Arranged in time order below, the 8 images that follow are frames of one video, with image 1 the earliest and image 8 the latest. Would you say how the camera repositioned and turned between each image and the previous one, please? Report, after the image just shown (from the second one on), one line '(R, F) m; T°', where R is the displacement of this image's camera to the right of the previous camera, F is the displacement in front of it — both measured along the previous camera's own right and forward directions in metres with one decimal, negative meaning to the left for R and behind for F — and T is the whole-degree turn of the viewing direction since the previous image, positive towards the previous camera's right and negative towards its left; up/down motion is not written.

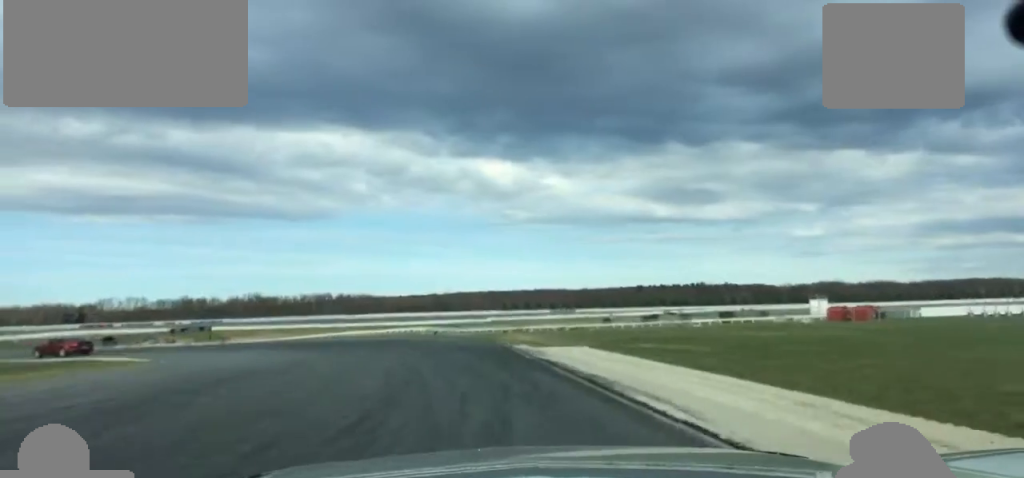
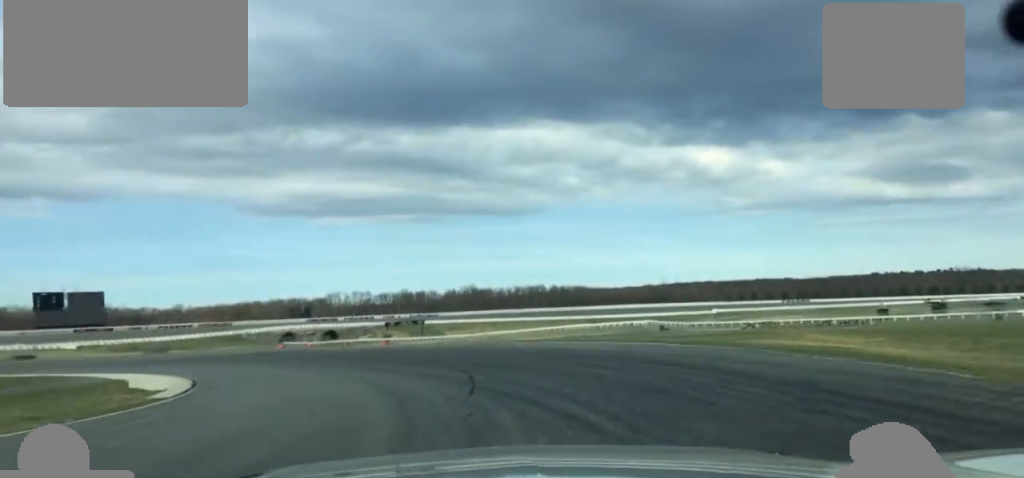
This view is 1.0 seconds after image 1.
(-2.2, +26.5) m; -11°
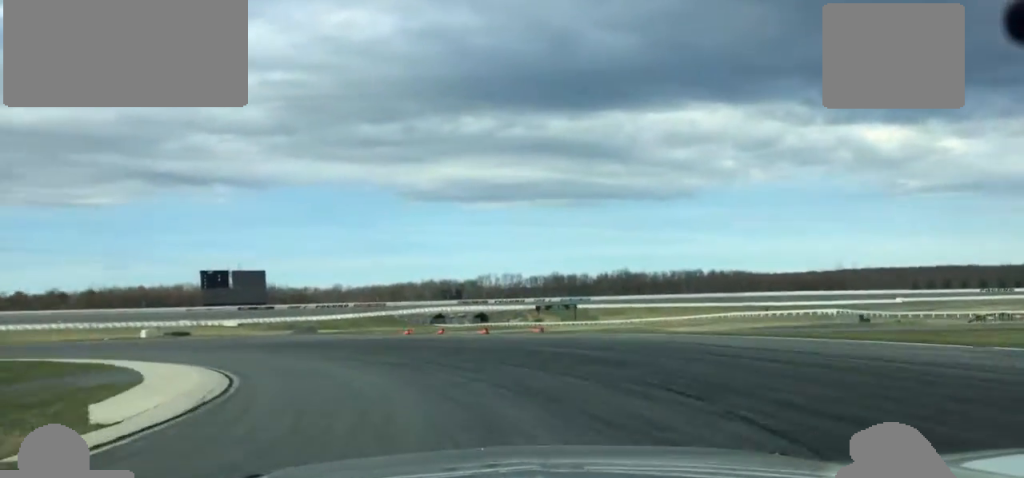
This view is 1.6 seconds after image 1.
(-1.0, +14.2) m; -7°
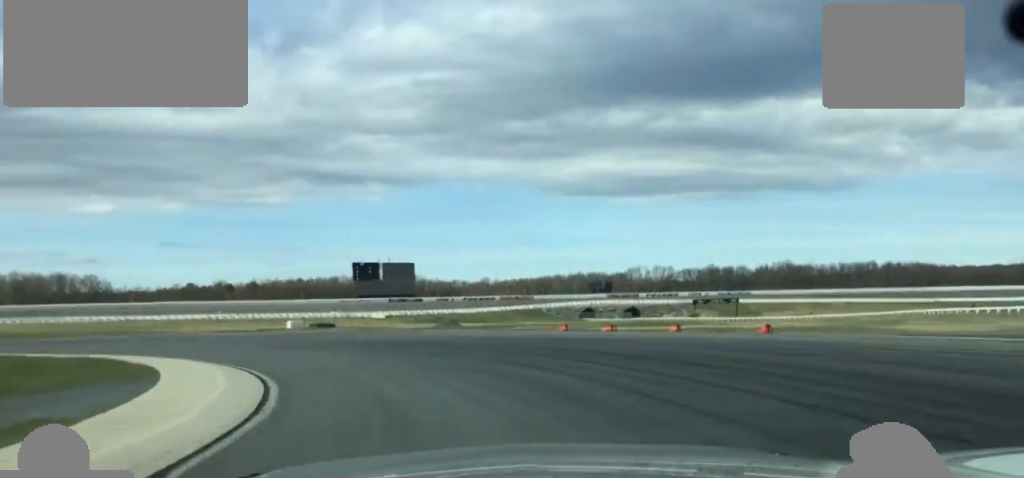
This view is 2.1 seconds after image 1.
(-0.7, +11.2) m; -10°
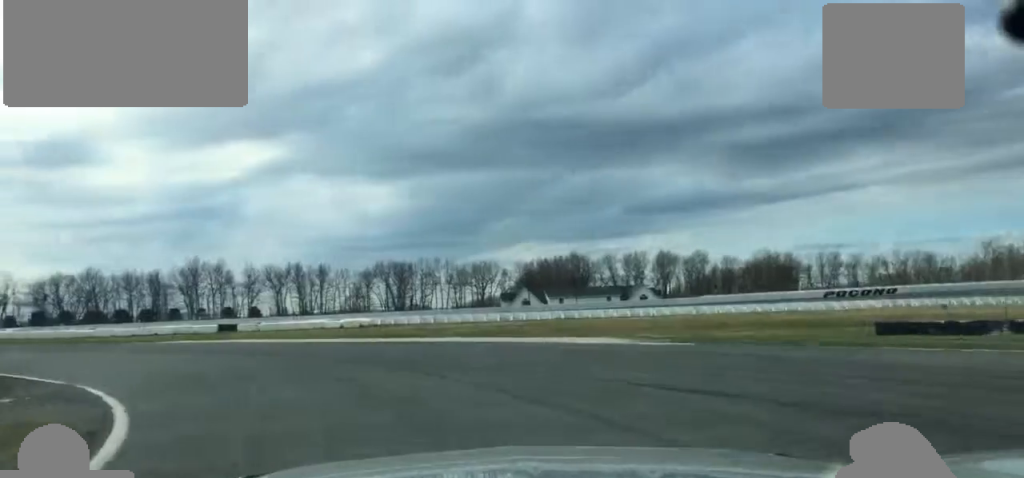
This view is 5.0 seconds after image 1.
(-31.8, +47.7) m; -63°
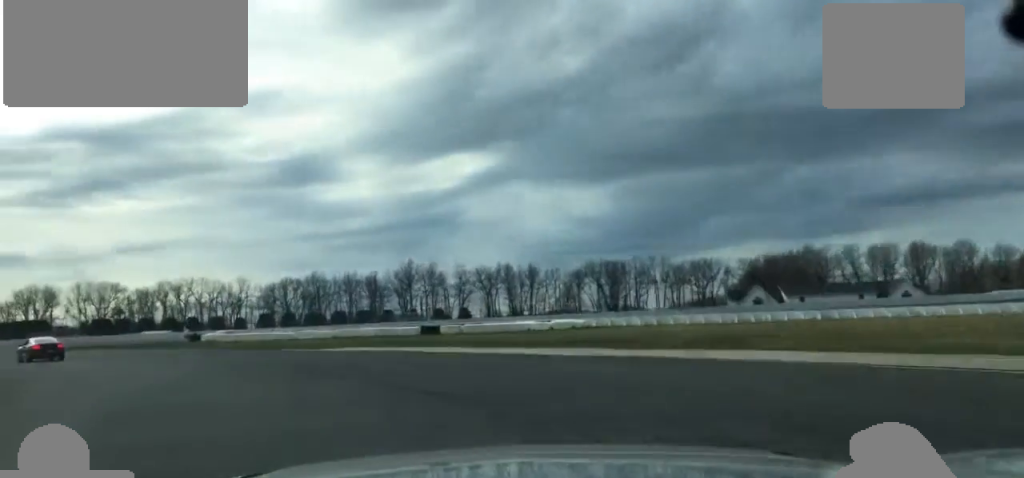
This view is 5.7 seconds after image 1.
(-1.5, +14.7) m; -14°
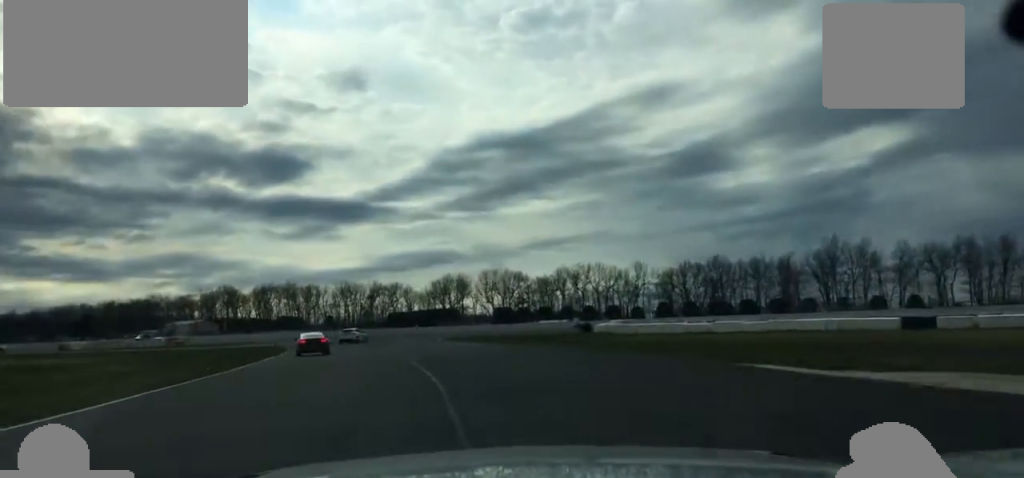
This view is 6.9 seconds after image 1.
(-5.8, +27.2) m; -22°
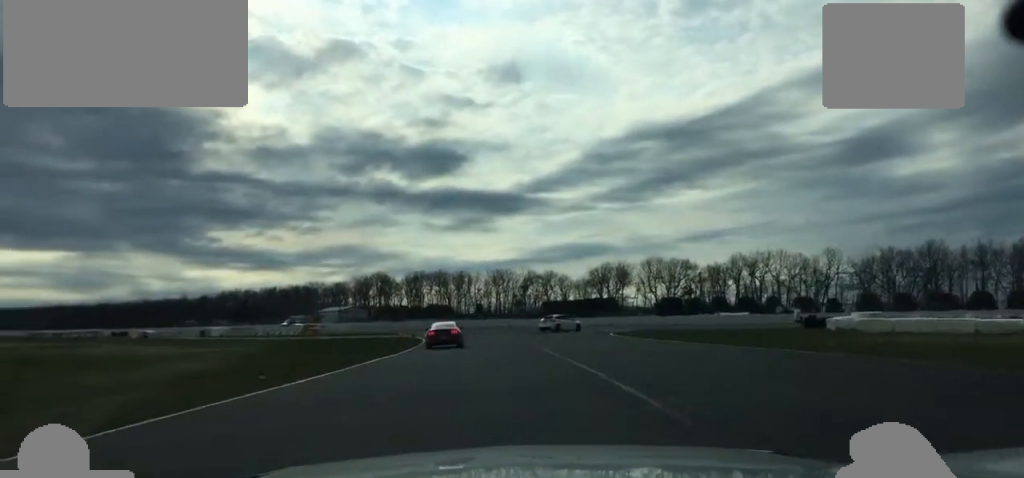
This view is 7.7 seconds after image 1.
(-2.2, +18.3) m; -8°
